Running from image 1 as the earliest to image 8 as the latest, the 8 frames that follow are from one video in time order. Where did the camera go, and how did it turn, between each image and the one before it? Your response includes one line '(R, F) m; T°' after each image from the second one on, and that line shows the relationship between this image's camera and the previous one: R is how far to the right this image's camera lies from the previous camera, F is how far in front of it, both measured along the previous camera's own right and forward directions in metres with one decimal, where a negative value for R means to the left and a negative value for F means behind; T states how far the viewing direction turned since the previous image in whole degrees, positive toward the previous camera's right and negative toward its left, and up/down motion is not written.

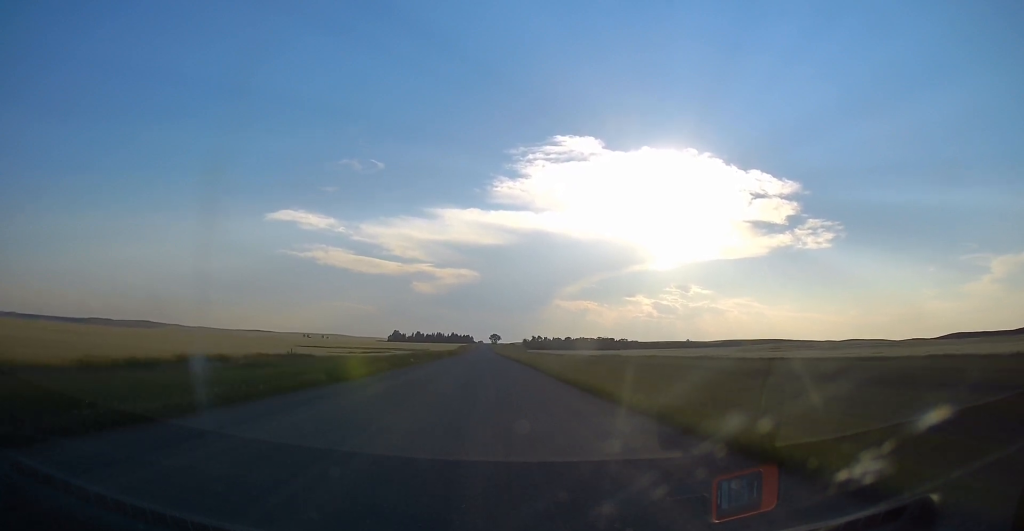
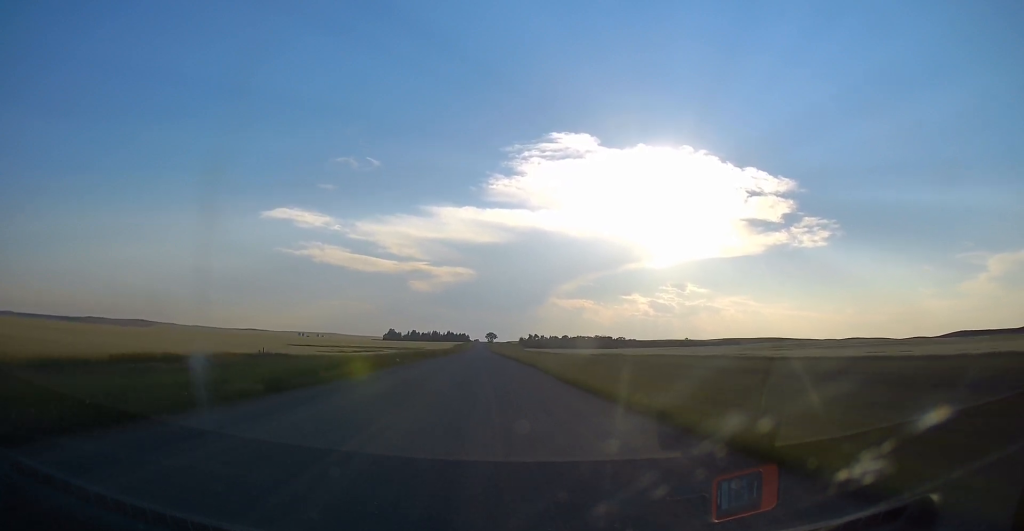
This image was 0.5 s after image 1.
(0.0, +7.1) m; 0°
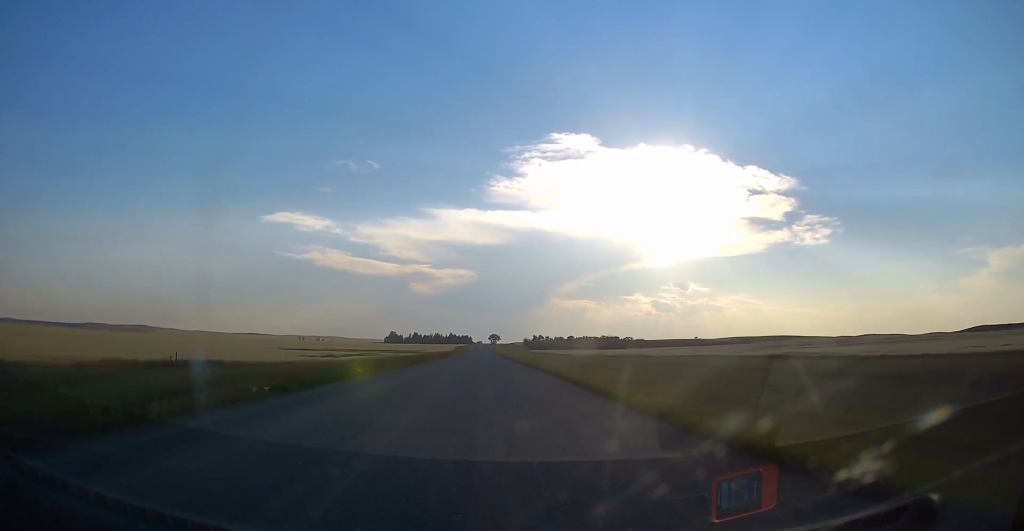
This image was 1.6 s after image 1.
(0.0, +16.7) m; +1°
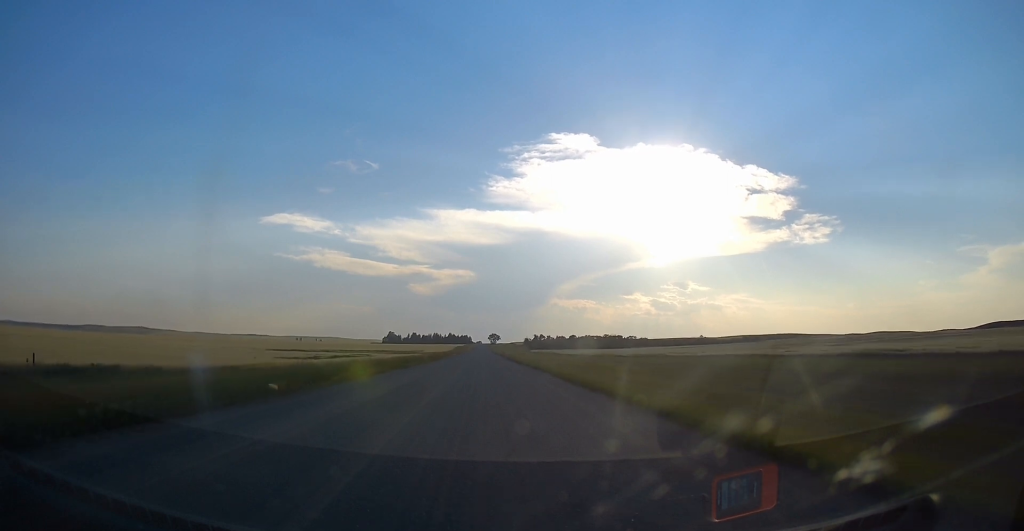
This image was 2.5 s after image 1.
(+0.3, +13.7) m; +1°
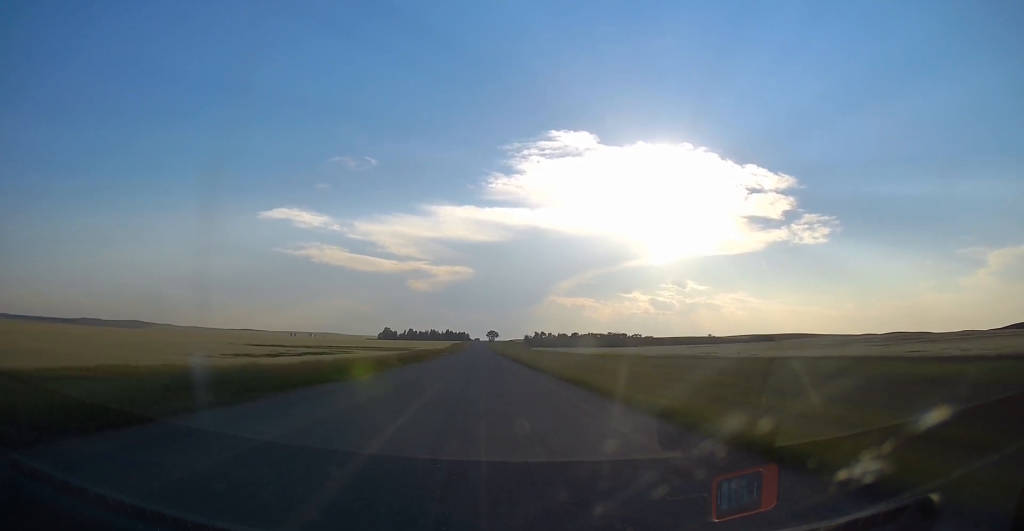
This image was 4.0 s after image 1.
(-0.3, +23.4) m; -2°
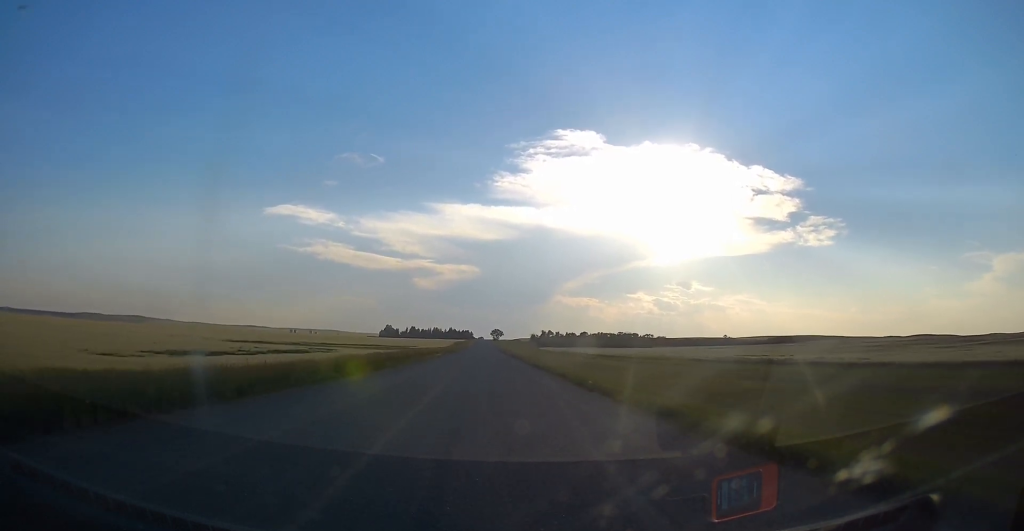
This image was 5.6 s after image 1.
(0.0, +24.1) m; 0°
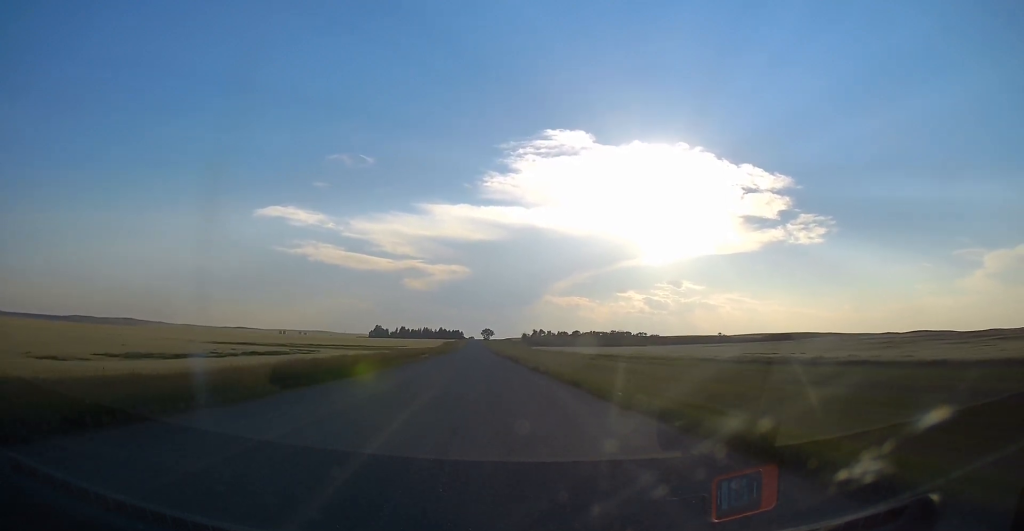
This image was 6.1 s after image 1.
(0.0, +7.7) m; 0°
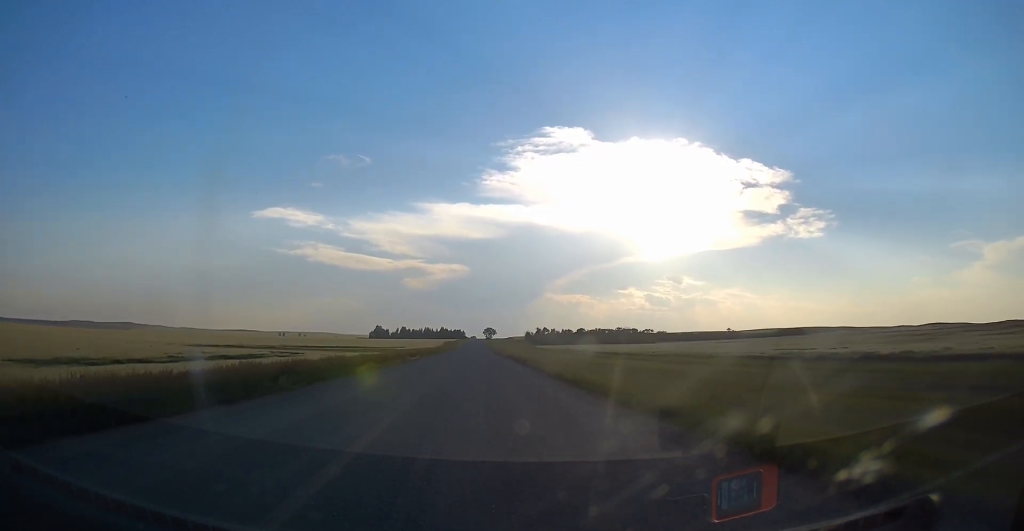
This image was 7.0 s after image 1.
(0.0, +13.7) m; 0°
